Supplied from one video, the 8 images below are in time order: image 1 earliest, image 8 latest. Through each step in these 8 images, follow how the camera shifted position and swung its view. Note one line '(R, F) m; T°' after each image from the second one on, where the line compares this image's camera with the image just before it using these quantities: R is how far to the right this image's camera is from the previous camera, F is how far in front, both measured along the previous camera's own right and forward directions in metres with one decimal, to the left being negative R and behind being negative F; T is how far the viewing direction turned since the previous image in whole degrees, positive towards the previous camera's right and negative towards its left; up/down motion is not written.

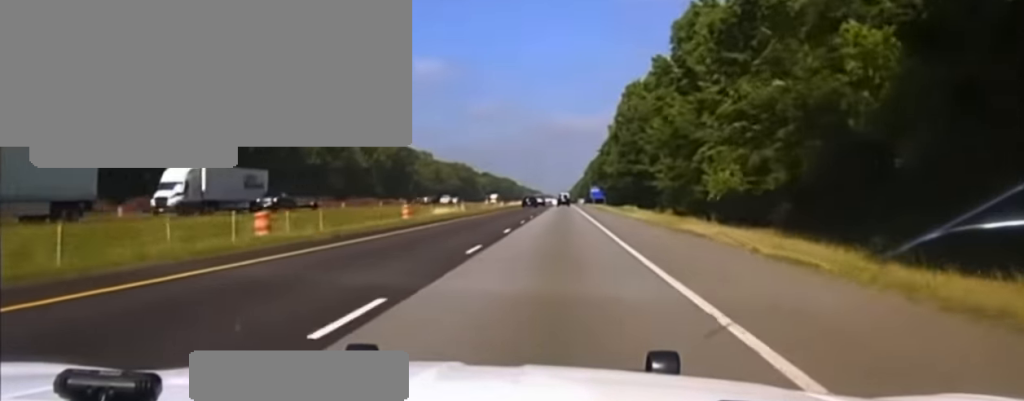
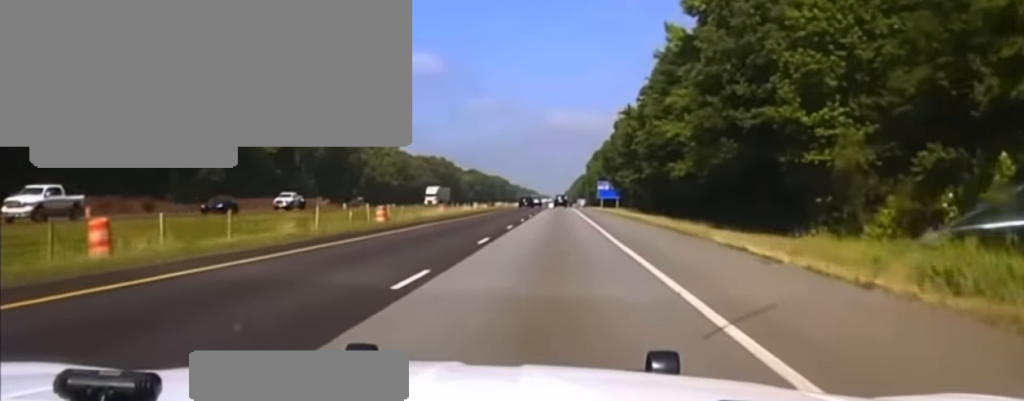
(0.0, +80.6) m; -1°
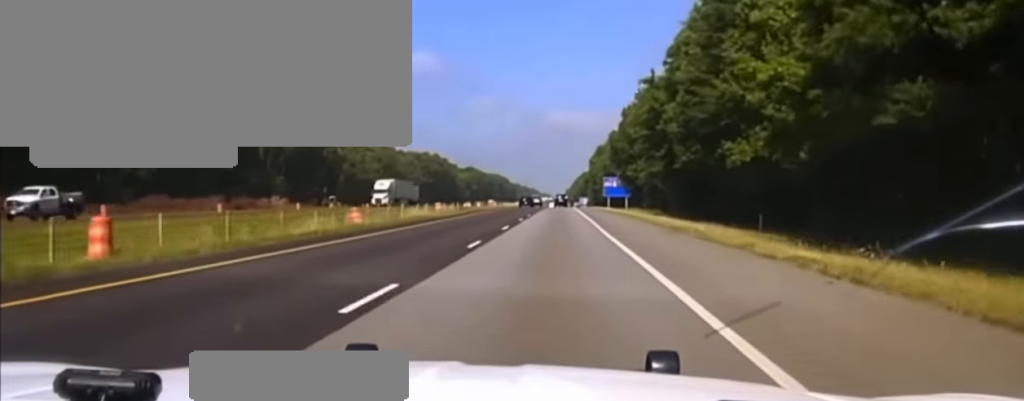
(0.0, +27.0) m; 0°
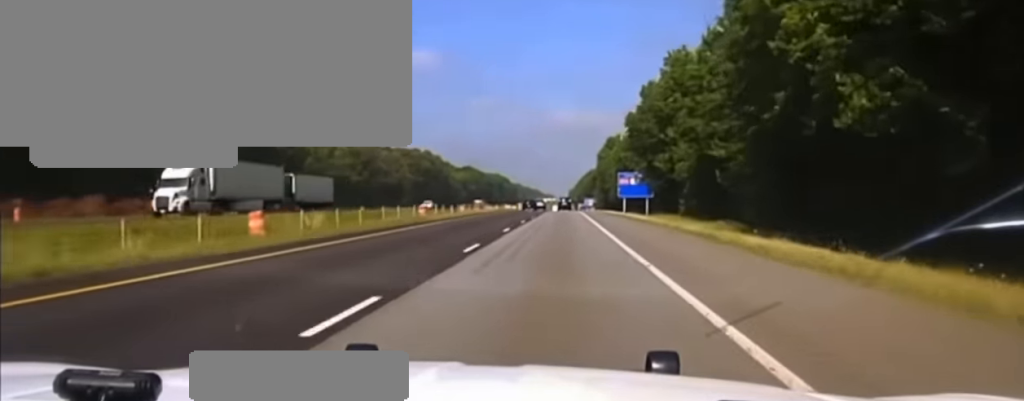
(0.0, +38.7) m; 0°
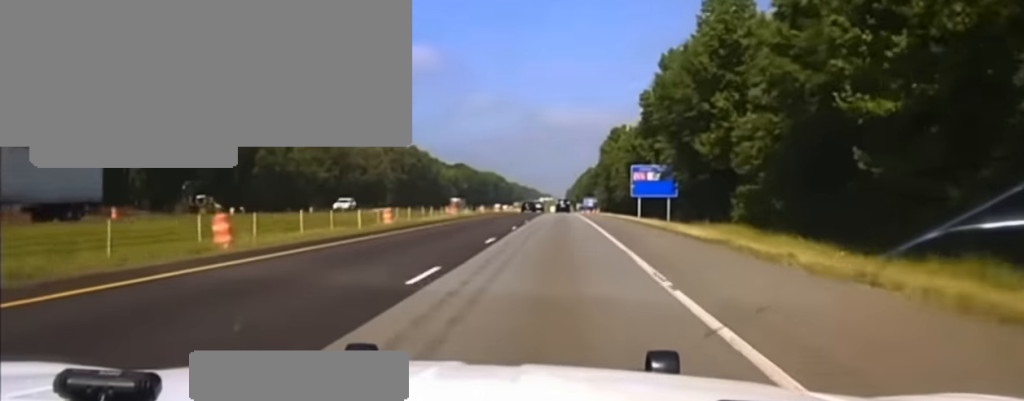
(0.0, +32.4) m; +1°
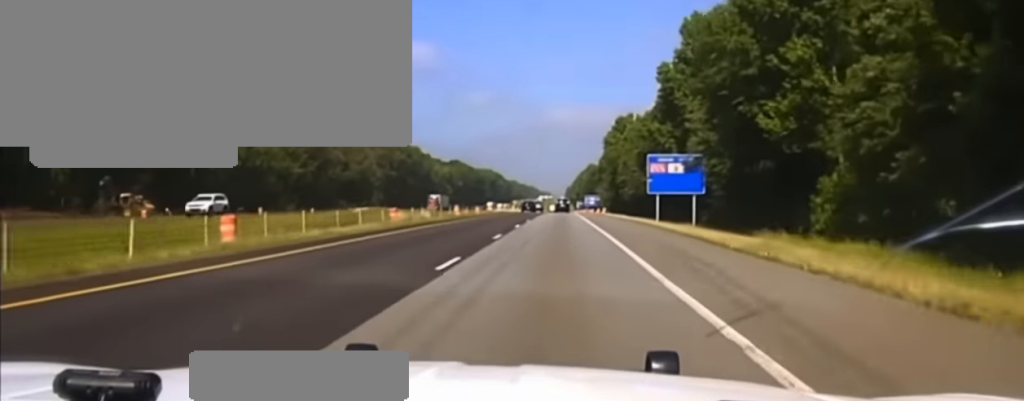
(+0.4, +24.9) m; 0°
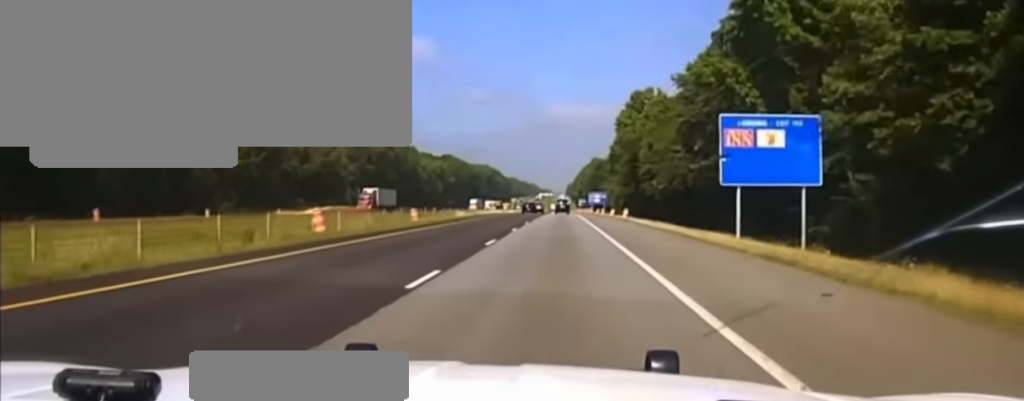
(-0.3, +39.9) m; -1°
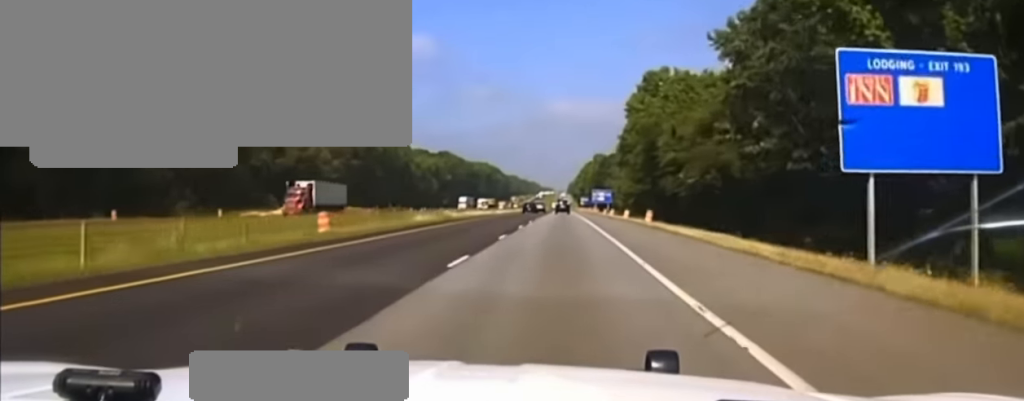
(-0.1, +22.4) m; 0°
